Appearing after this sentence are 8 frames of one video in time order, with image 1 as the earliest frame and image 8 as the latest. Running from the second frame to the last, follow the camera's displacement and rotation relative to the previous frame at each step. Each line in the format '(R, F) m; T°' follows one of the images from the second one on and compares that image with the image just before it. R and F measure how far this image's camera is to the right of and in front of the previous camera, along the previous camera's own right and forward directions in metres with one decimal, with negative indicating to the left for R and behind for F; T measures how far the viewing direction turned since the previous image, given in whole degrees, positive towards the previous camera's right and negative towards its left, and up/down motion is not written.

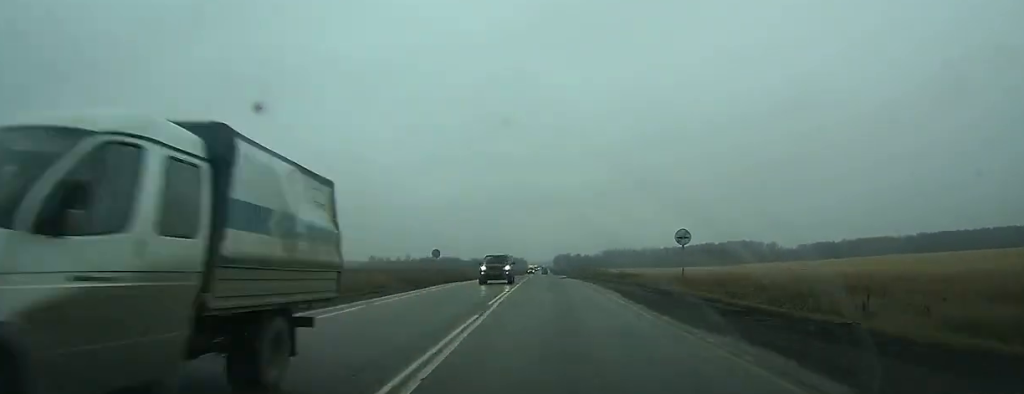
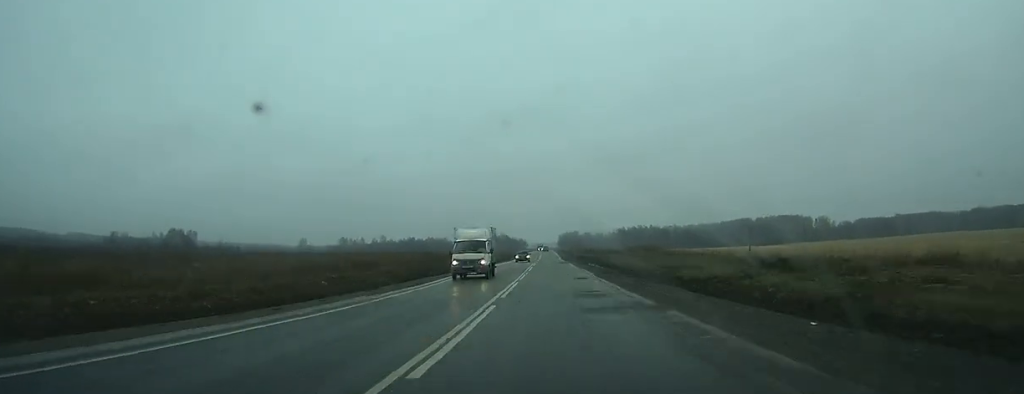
(-0.1, +136.1) m; 0°
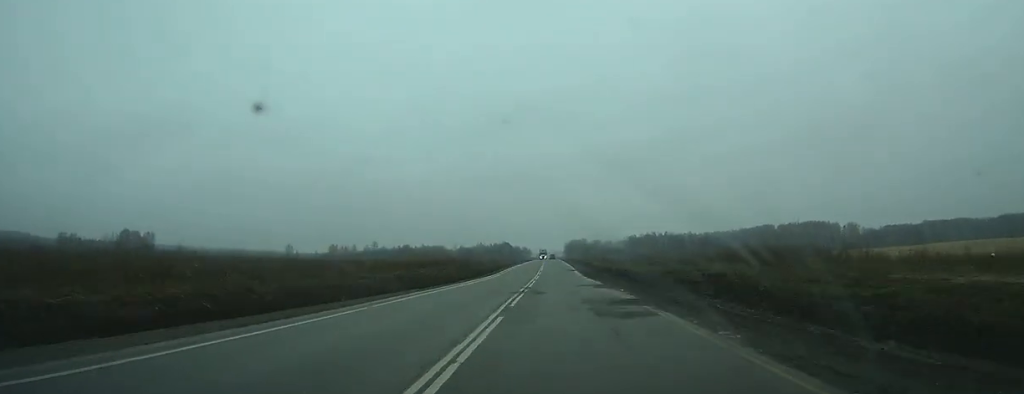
(0.0, +51.6) m; 0°
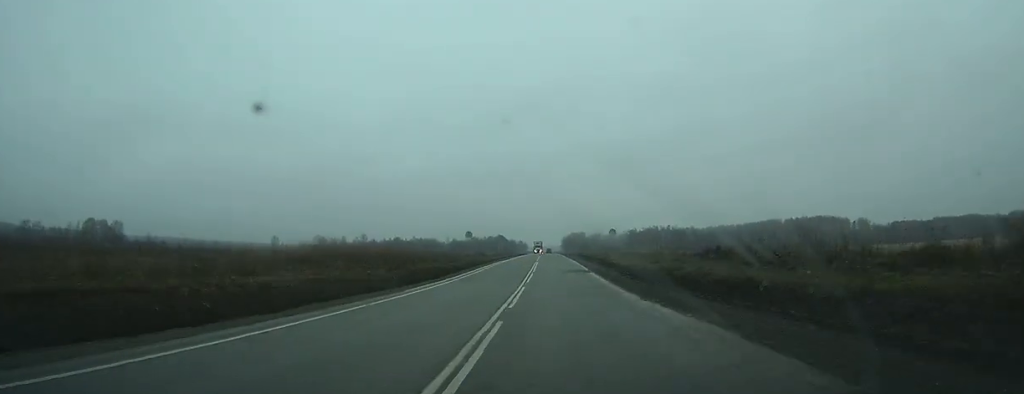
(0.0, +26.3) m; 0°
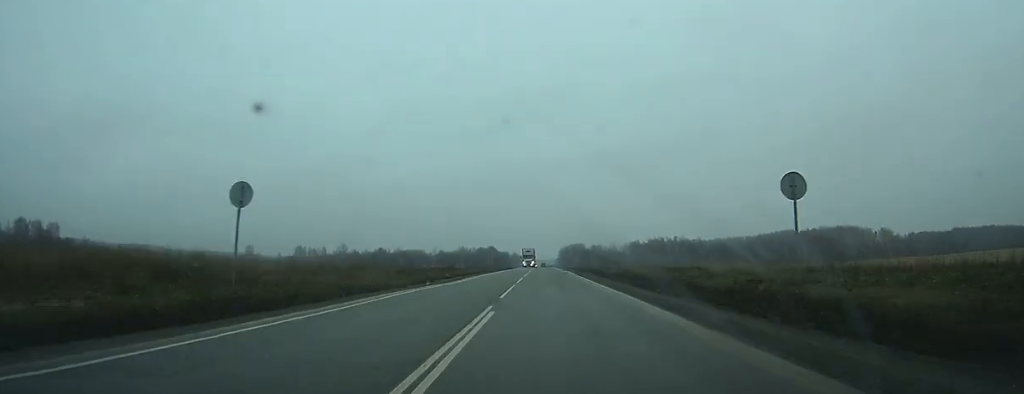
(0.0, +45.3) m; 0°
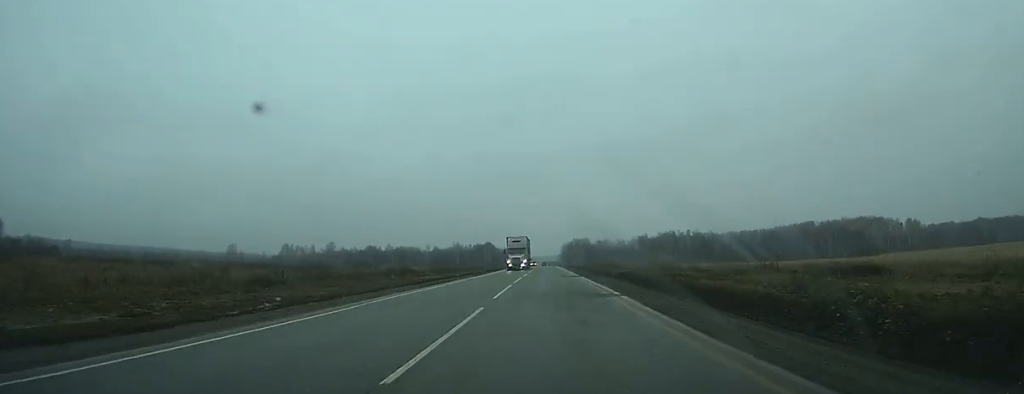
(+0.1, +36.2) m; 0°
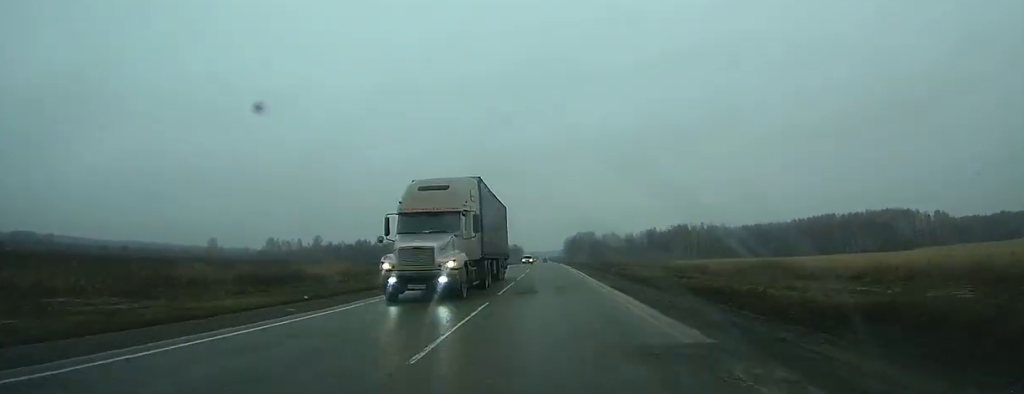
(0.0, +34.0) m; 0°
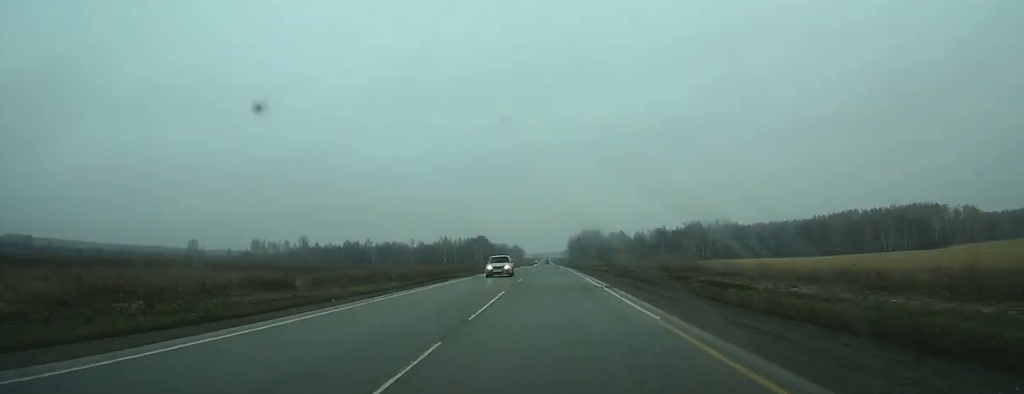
(0.0, +30.3) m; 0°
